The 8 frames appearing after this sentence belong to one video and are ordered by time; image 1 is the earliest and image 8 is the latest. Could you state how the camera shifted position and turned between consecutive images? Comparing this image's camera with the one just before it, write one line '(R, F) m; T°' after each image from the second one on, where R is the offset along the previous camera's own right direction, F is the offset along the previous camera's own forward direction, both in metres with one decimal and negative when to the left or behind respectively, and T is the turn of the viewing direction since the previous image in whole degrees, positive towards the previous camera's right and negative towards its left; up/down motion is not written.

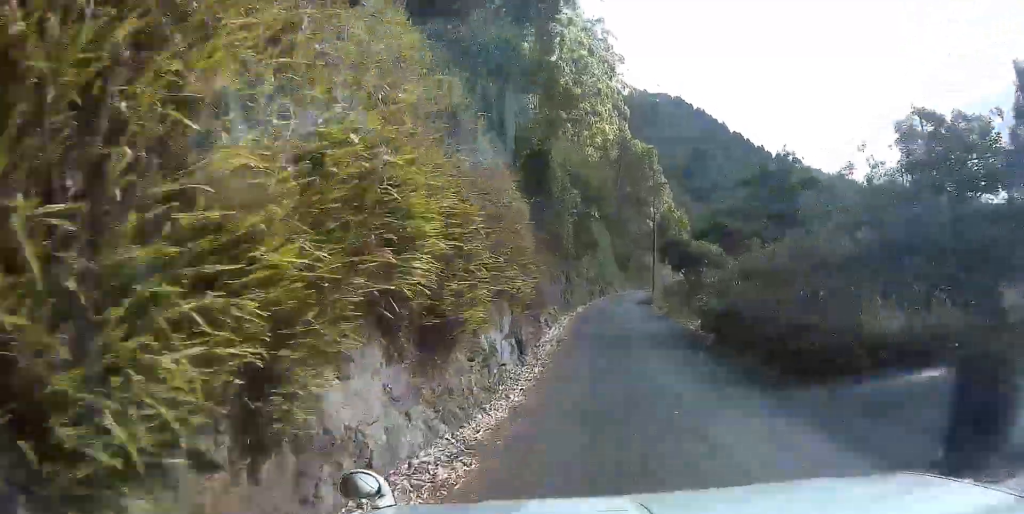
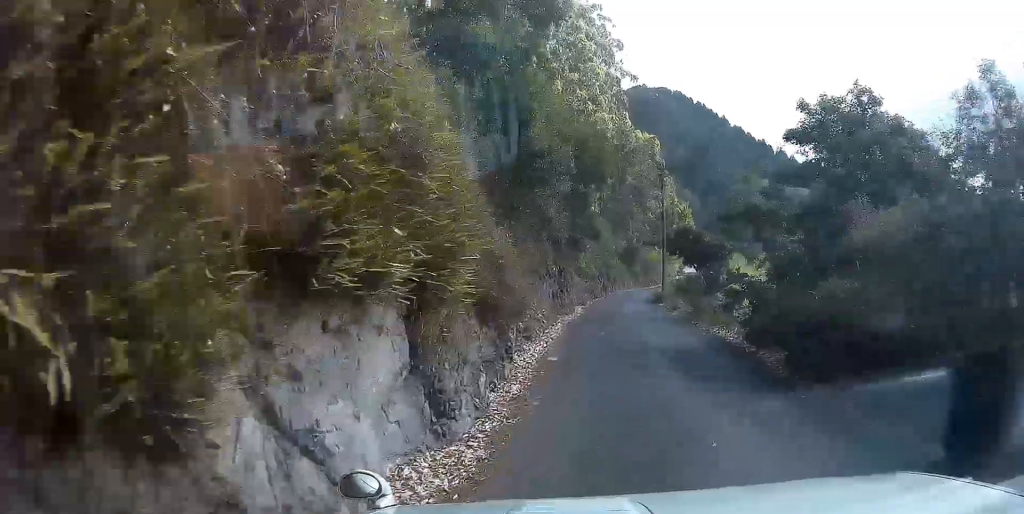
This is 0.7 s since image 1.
(+0.1, +6.9) m; +3°
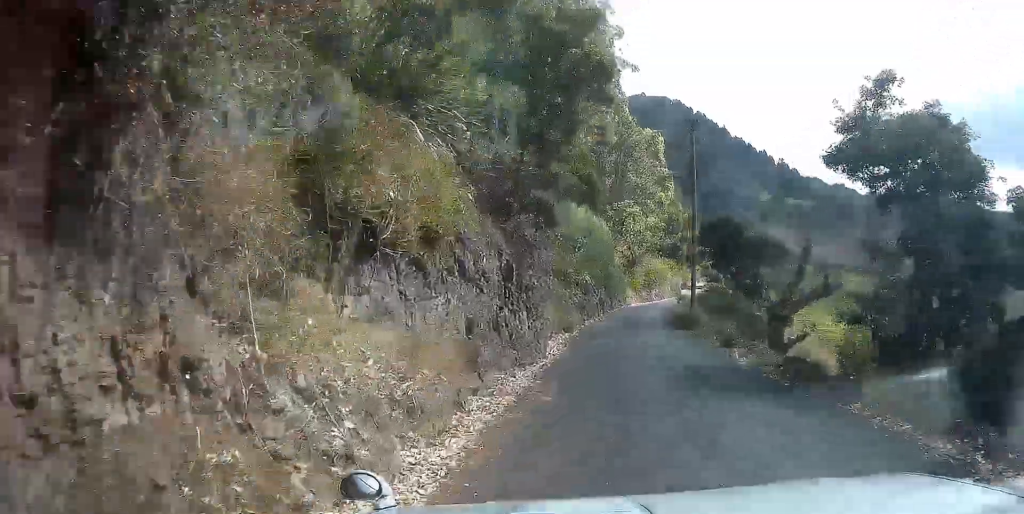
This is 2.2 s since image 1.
(+1.0, +14.8) m; +7°
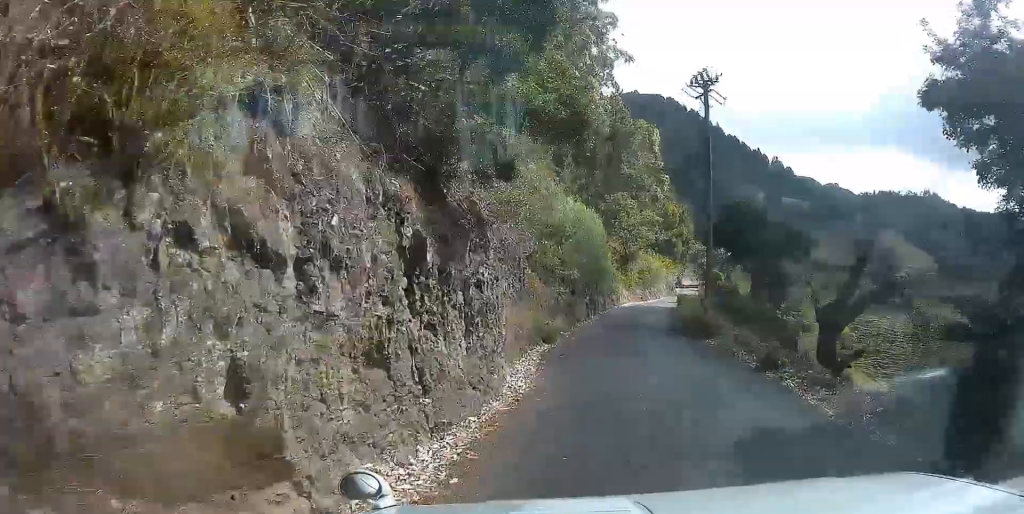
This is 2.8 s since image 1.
(+0.1, +5.5) m; +3°
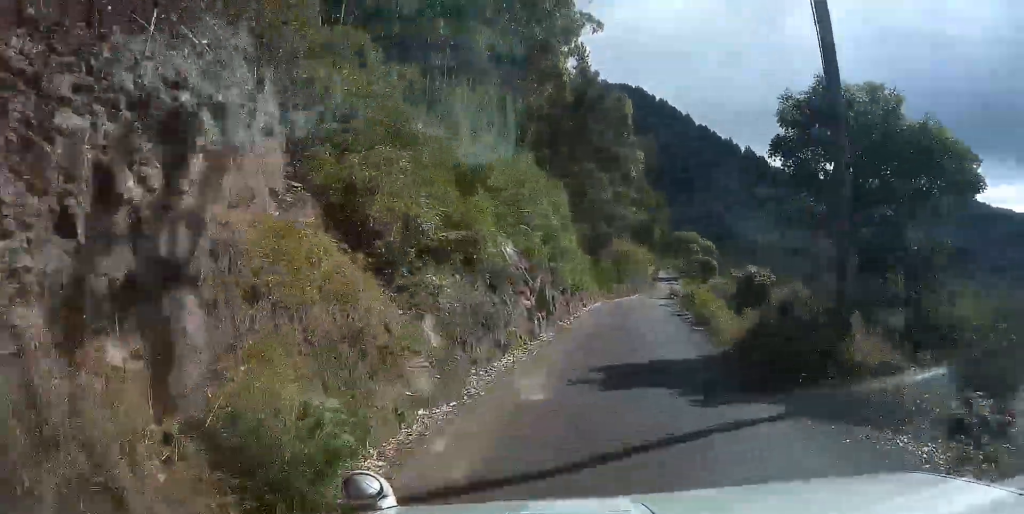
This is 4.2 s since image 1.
(+1.0, +14.1) m; +6°
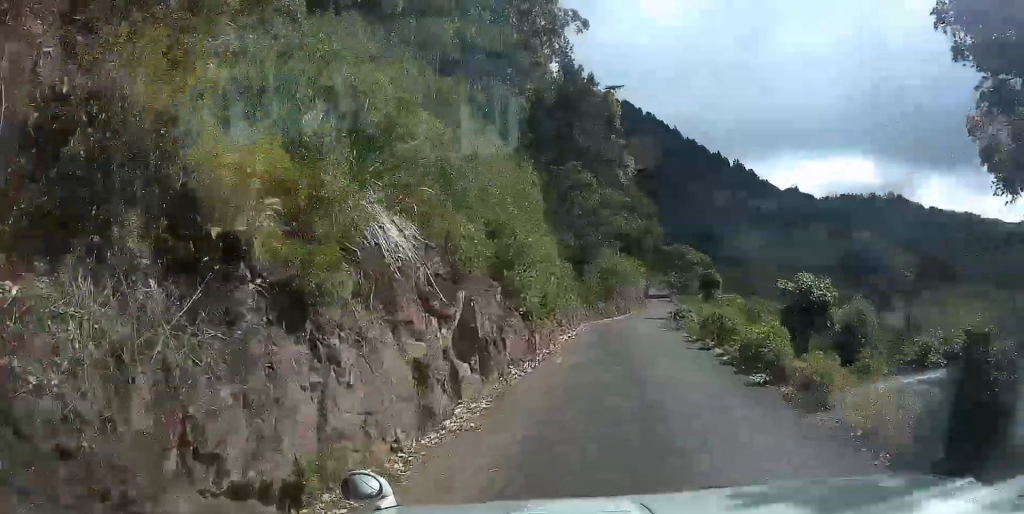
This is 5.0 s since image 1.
(-0.1, +8.0) m; 0°
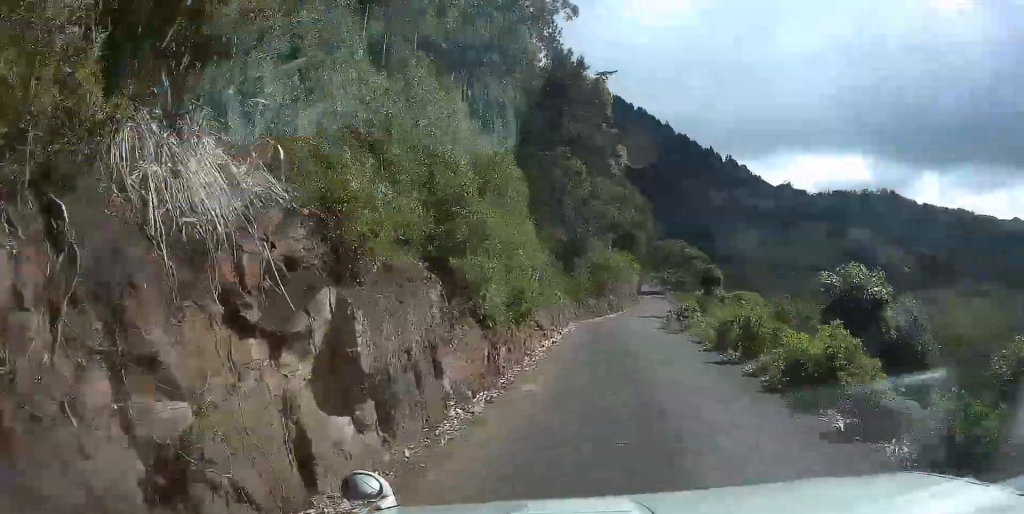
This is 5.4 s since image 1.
(-0.1, +4.0) m; 0°
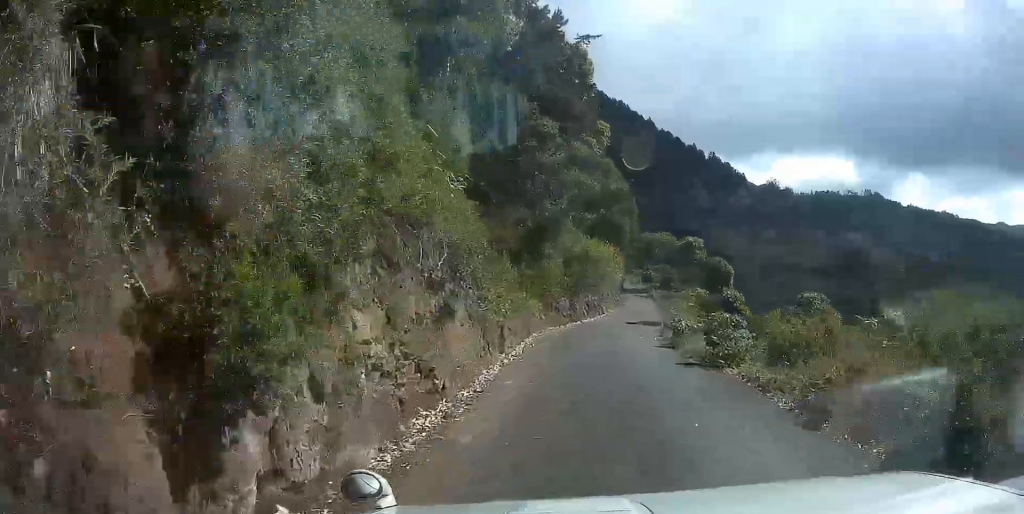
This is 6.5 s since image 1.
(+0.4, +11.0) m; +2°
